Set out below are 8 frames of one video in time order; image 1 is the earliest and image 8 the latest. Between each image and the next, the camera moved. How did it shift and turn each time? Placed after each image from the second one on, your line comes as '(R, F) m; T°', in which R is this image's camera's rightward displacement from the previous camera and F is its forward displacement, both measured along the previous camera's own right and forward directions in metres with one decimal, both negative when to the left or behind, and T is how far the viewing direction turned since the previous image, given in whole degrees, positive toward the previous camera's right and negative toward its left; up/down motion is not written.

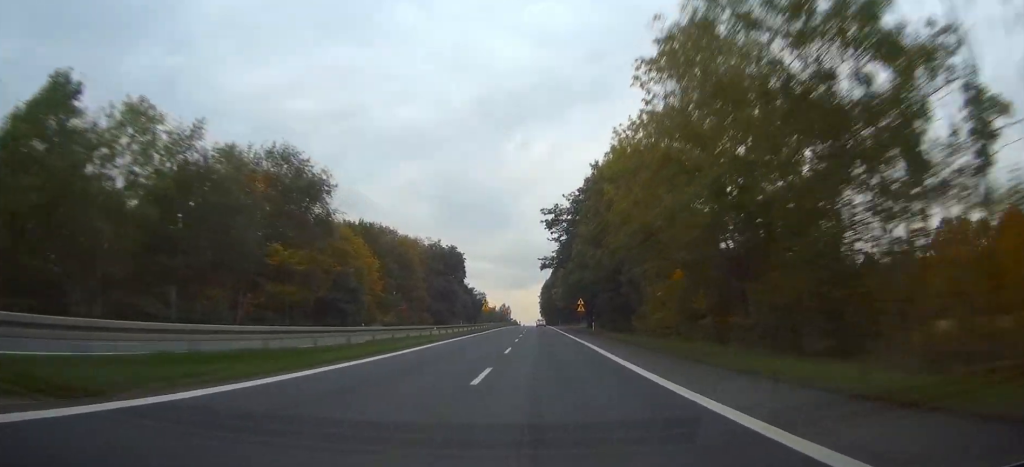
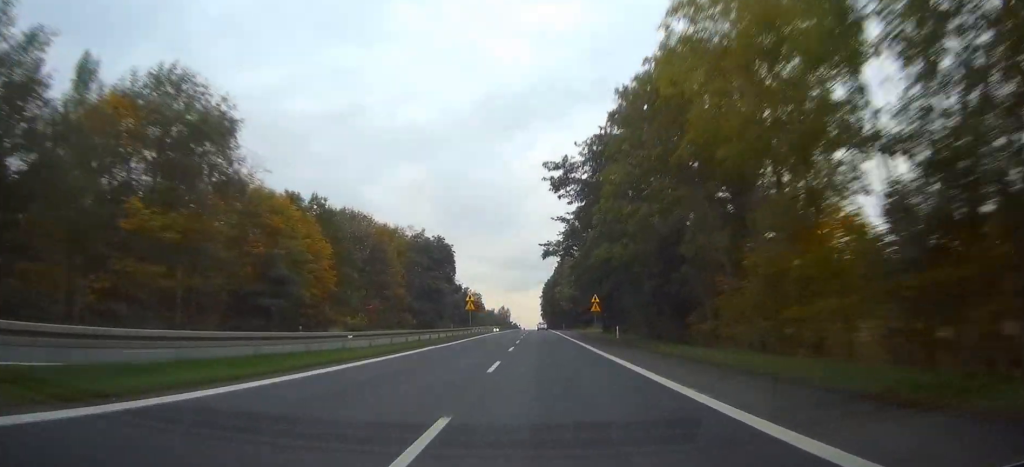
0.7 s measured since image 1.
(-0.1, +20.6) m; 0°
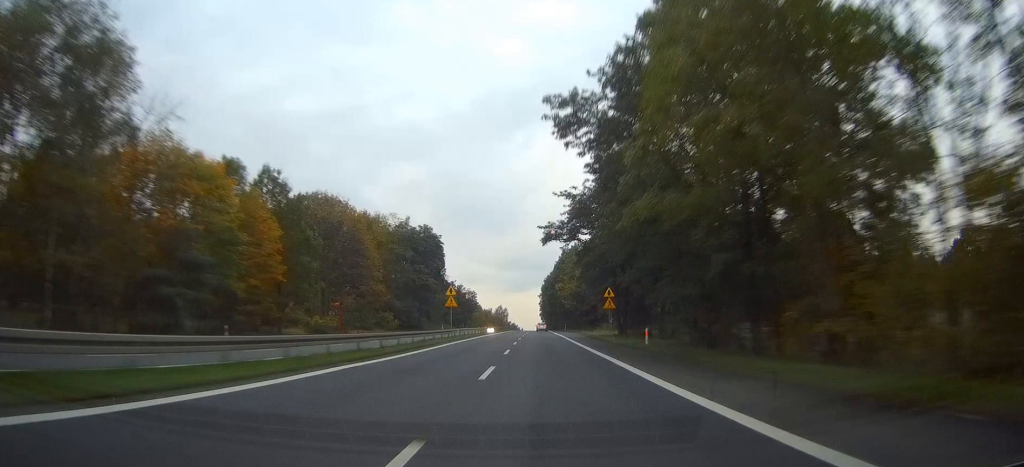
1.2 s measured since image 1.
(-0.1, +13.7) m; 0°
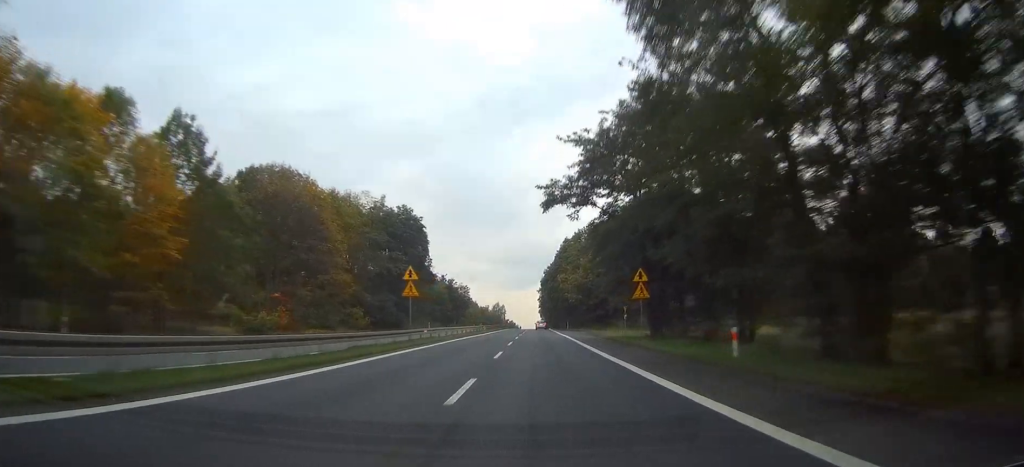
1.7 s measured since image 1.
(0.0, +16.6) m; 0°
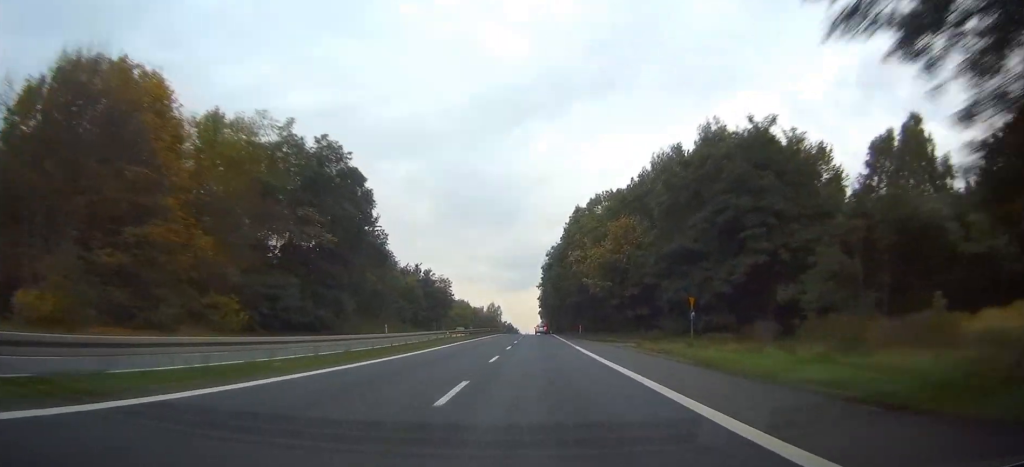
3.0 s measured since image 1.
(0.0, +36.0) m; 0°
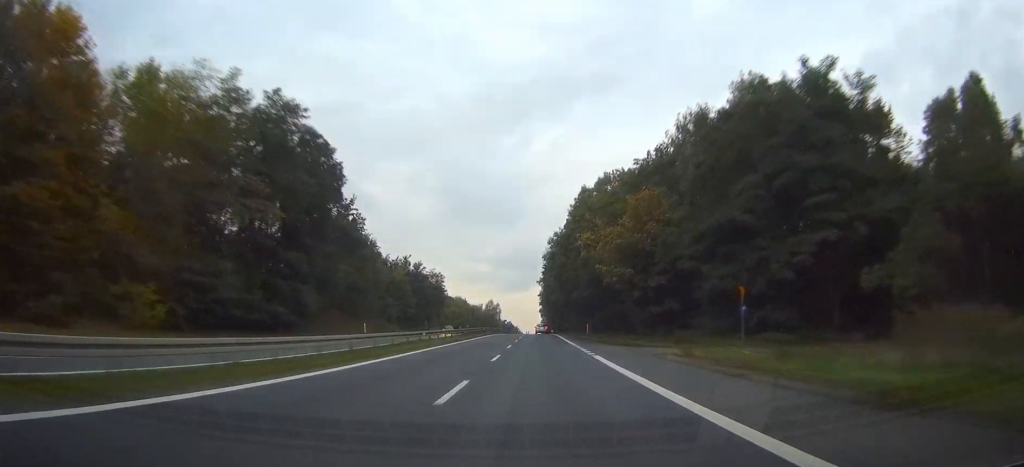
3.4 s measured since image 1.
(0.0, +11.7) m; 0°
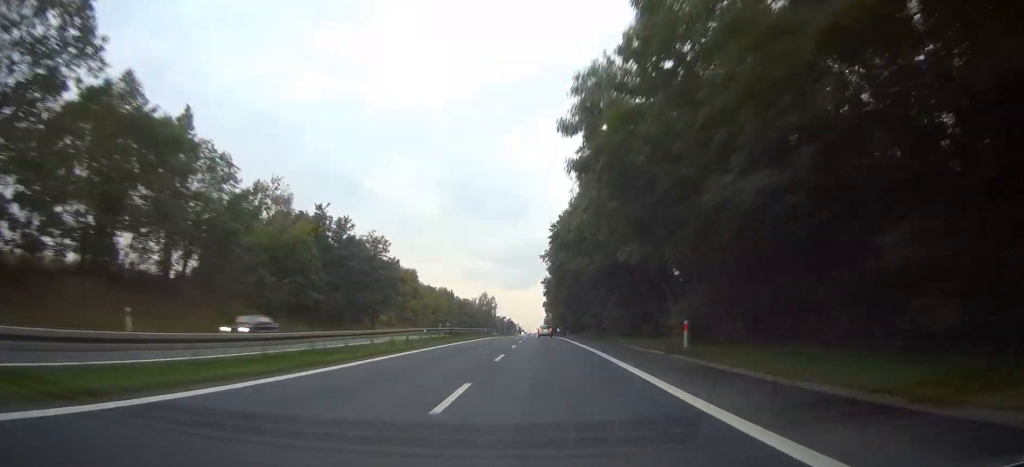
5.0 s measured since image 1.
(-0.1, +48.8) m; 0°
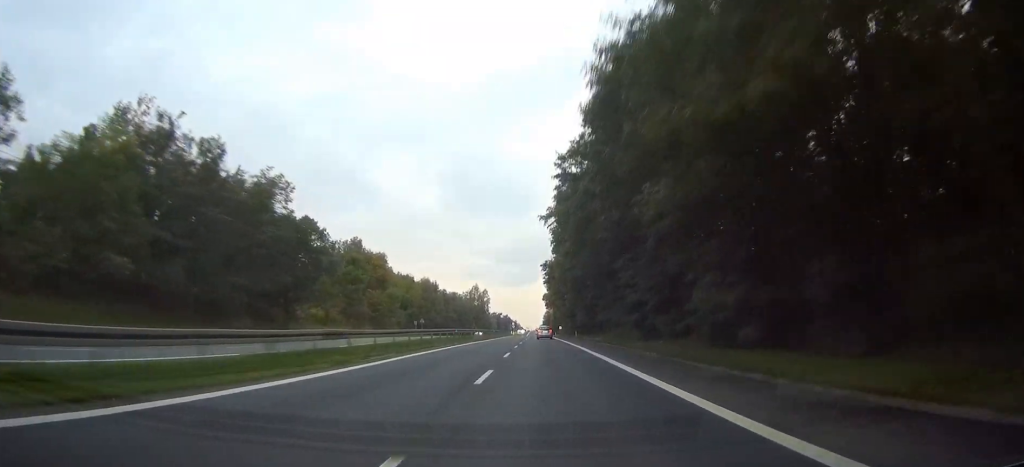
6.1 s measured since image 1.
(+0.1, +31.5) m; 0°
